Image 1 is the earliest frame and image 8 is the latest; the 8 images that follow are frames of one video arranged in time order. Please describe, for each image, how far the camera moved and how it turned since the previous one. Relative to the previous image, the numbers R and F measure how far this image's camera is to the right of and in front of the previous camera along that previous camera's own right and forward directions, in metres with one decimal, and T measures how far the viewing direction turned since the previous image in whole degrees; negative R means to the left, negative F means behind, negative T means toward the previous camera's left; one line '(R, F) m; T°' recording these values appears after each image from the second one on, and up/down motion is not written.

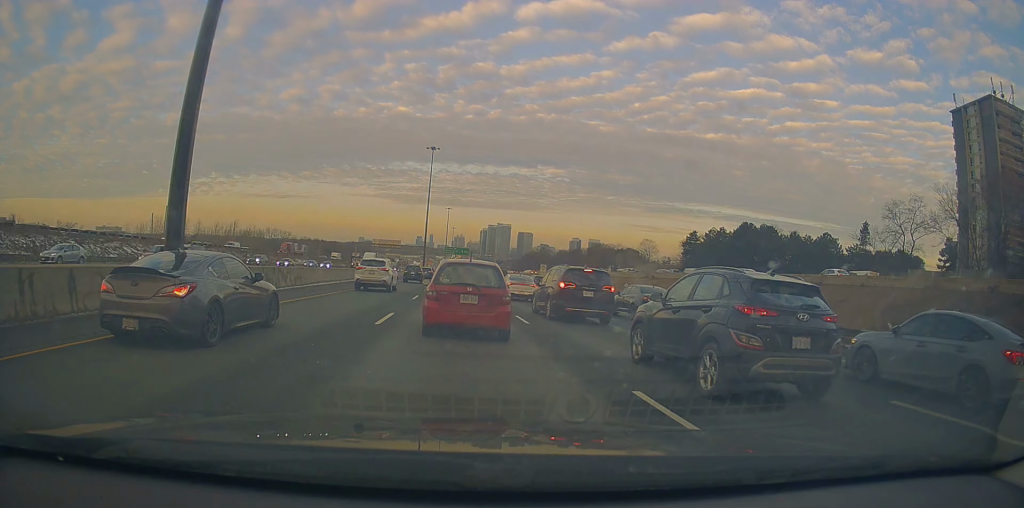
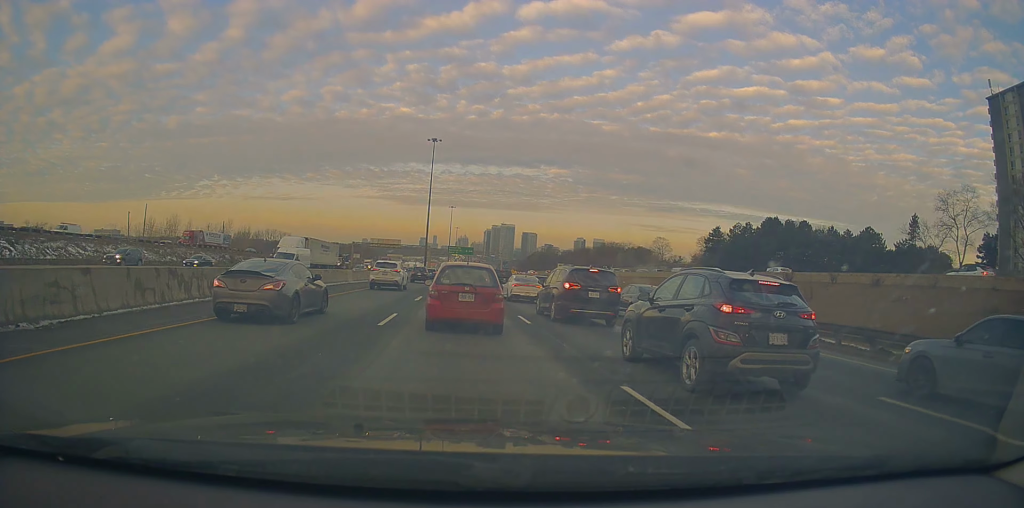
(+0.1, +11.7) m; 0°
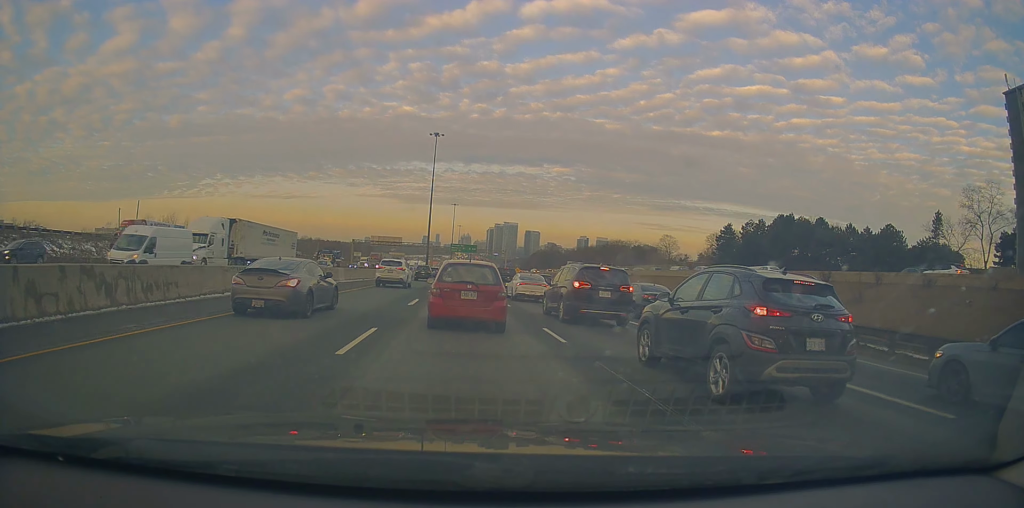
(0.0, +4.5) m; 0°
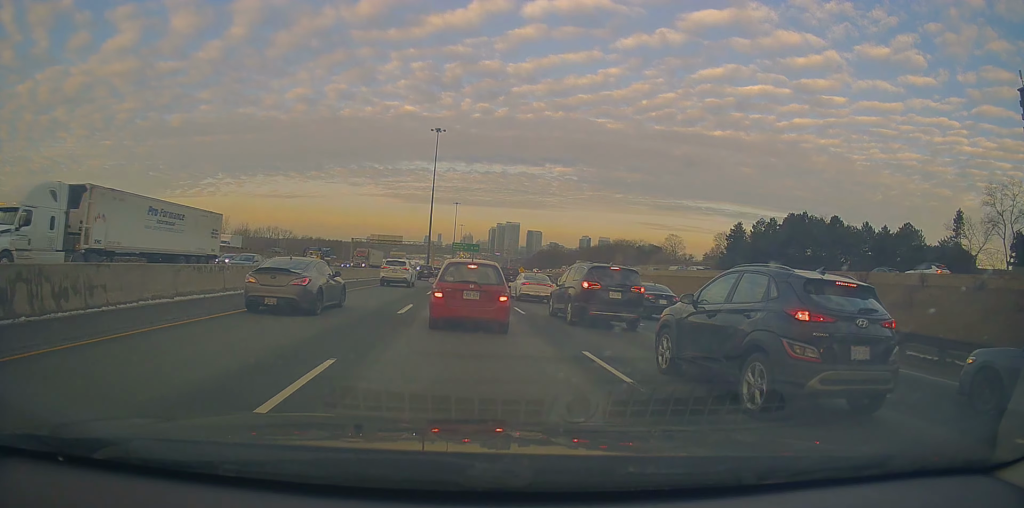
(0.0, +4.1) m; -2°
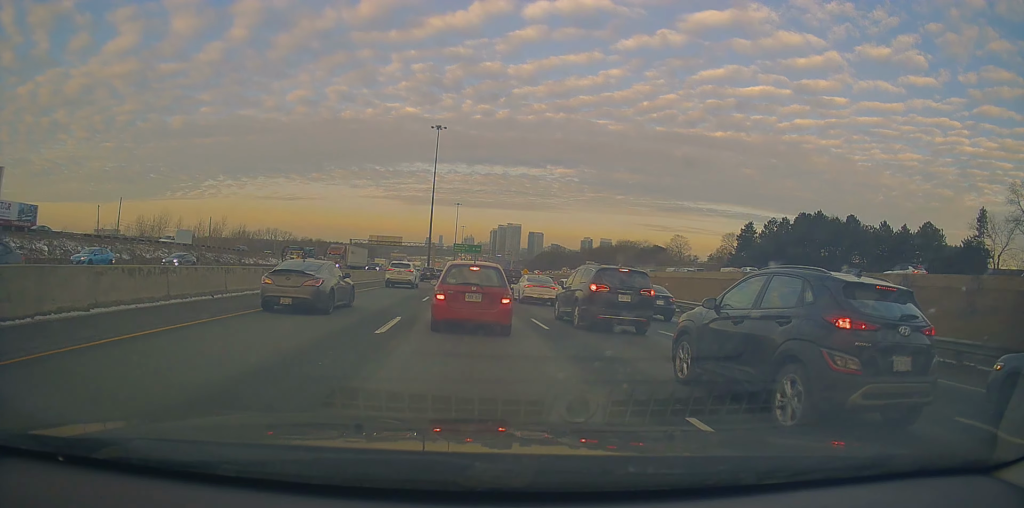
(-0.1, +4.8) m; -2°
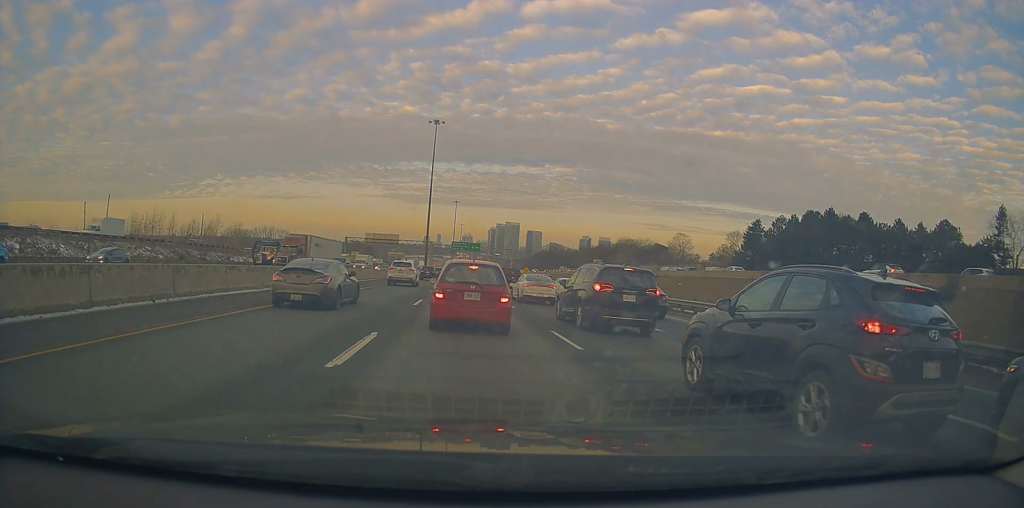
(-0.3, +4.4) m; 0°
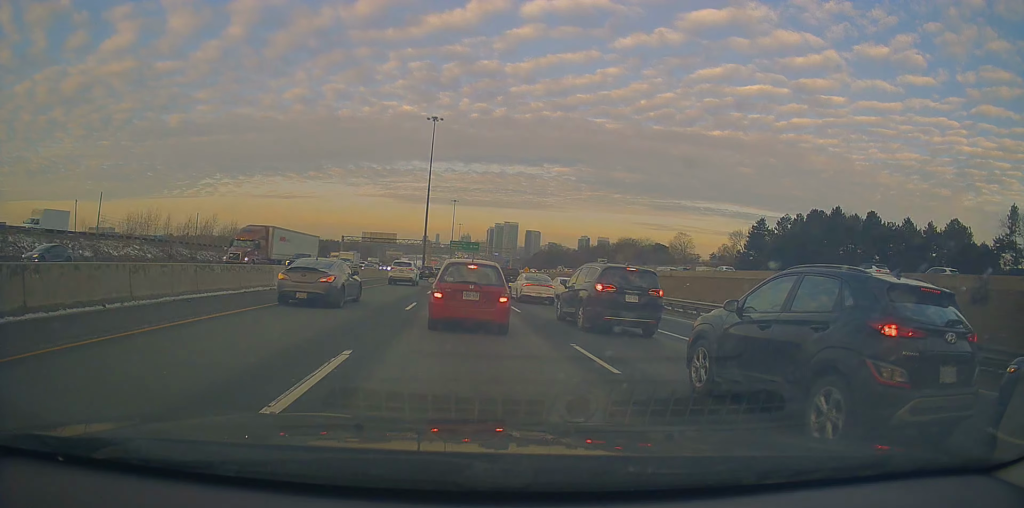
(+0.1, +2.6) m; +2°
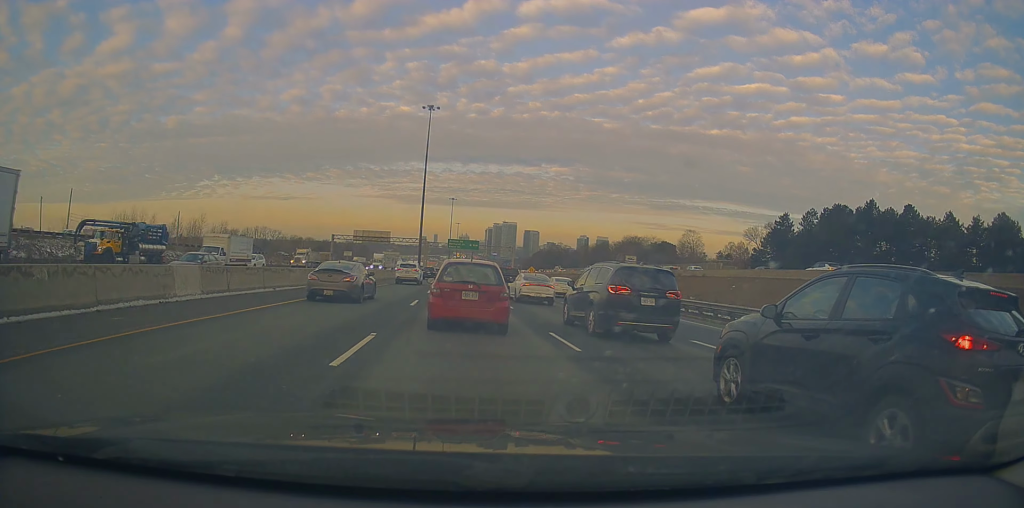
(+0.5, +9.9) m; +3°
